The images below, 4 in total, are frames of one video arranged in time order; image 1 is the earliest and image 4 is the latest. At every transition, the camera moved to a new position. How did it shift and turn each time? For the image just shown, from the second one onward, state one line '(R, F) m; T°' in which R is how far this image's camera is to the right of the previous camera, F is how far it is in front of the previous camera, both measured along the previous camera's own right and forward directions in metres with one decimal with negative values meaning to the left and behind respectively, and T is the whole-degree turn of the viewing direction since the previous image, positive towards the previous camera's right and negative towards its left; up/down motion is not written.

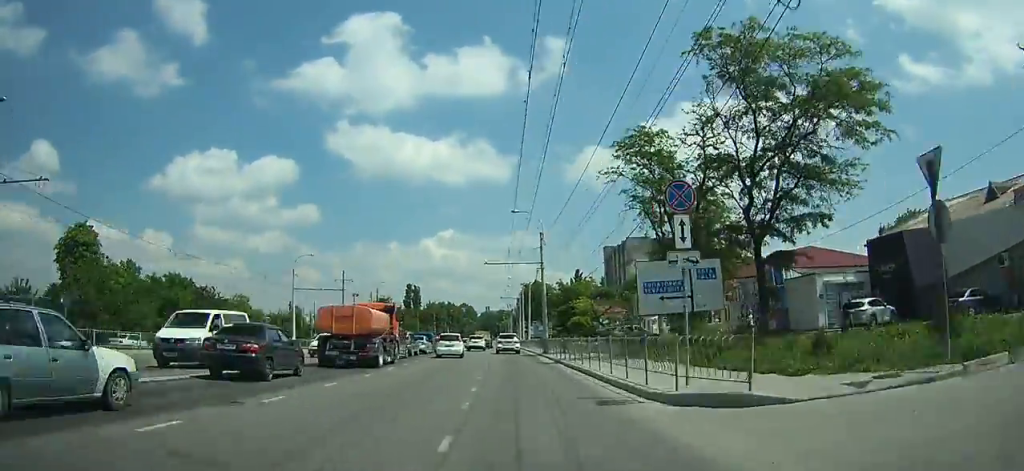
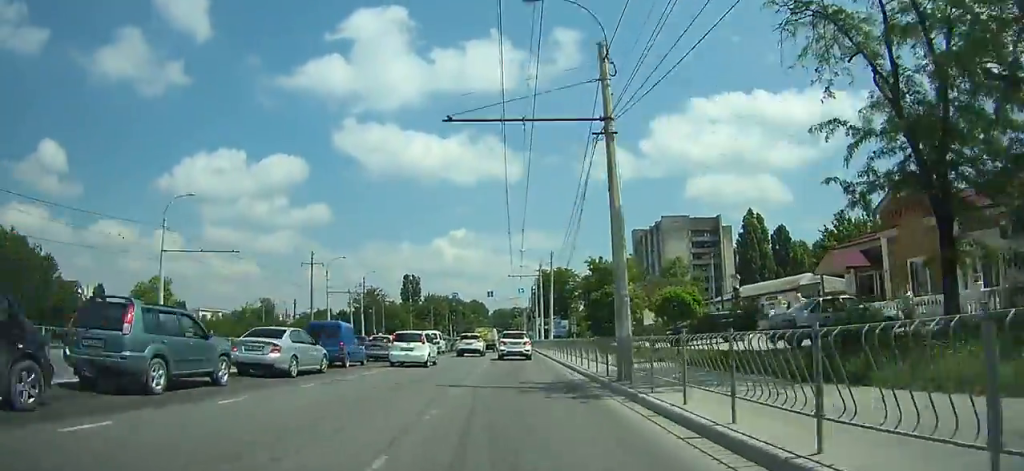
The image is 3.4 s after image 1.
(+0.1, +24.7) m; 0°
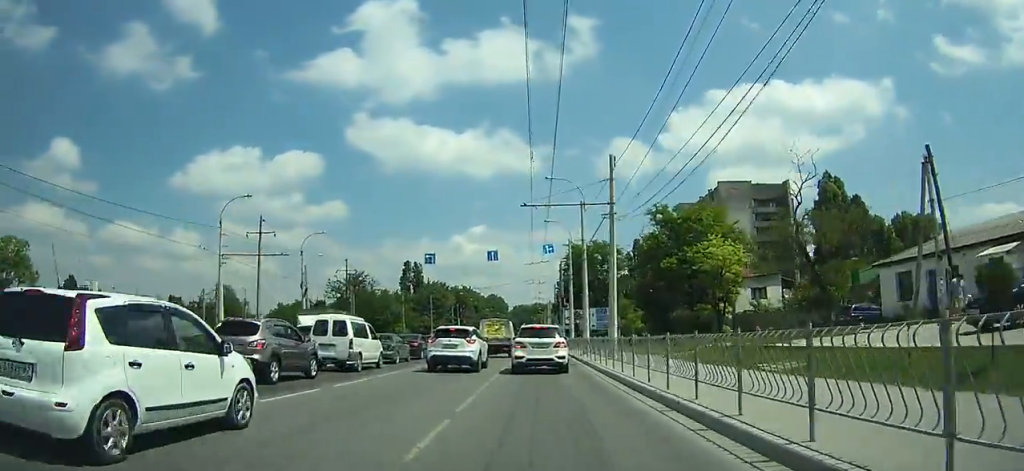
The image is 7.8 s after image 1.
(0.0, +25.1) m; -2°
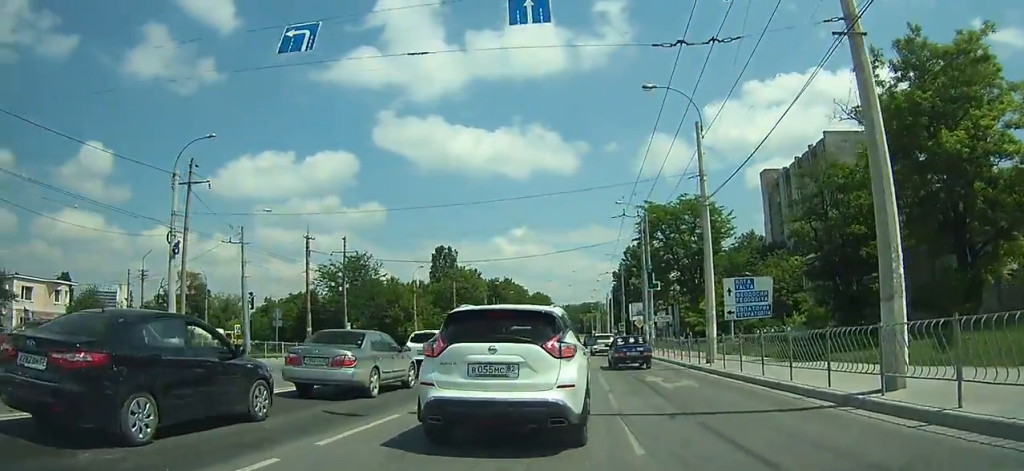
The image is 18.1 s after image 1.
(-3.2, +30.6) m; -7°
